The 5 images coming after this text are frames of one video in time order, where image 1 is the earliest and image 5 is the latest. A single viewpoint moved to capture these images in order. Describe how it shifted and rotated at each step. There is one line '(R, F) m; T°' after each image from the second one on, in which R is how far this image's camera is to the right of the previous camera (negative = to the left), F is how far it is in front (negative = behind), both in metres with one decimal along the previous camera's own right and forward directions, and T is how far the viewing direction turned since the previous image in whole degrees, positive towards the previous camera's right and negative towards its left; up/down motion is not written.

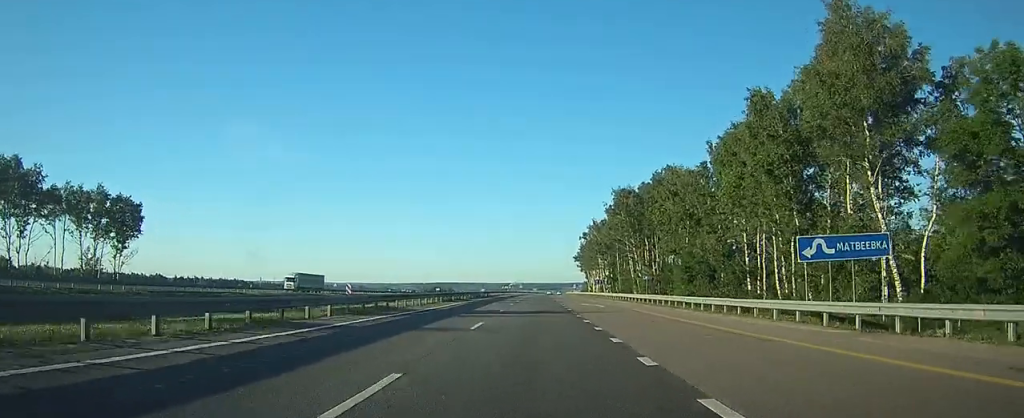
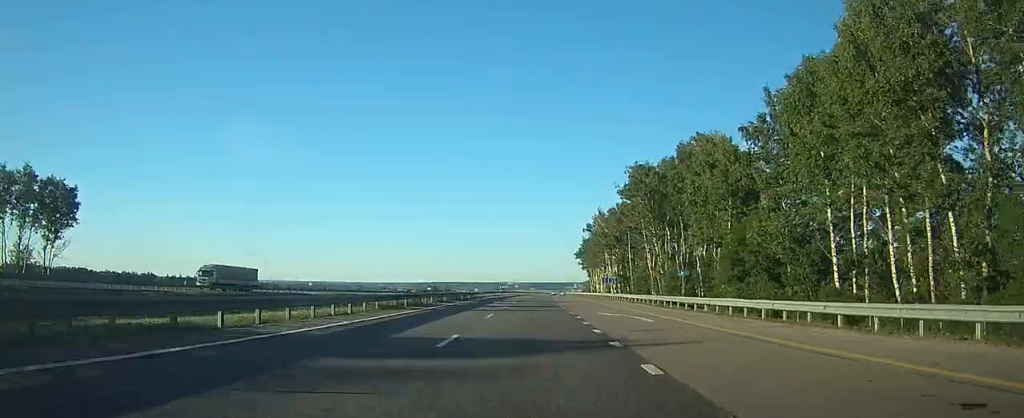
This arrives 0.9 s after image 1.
(+0.1, +17.0) m; +1°
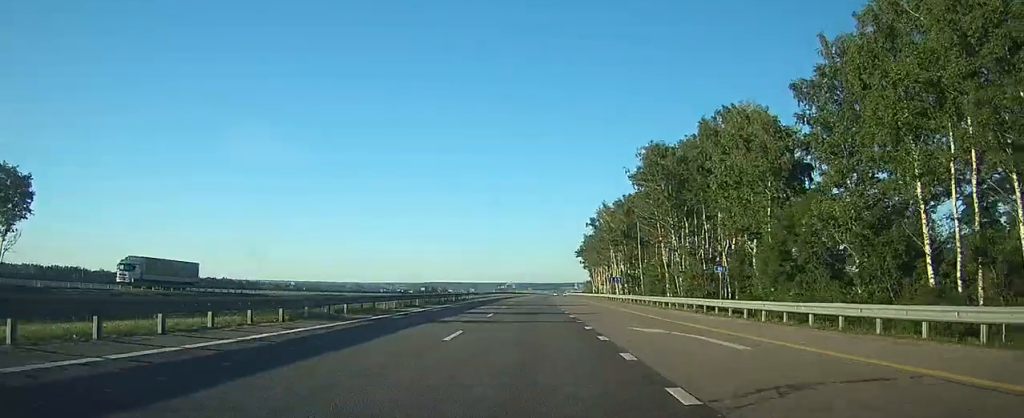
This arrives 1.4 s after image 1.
(+0.1, +10.3) m; 0°
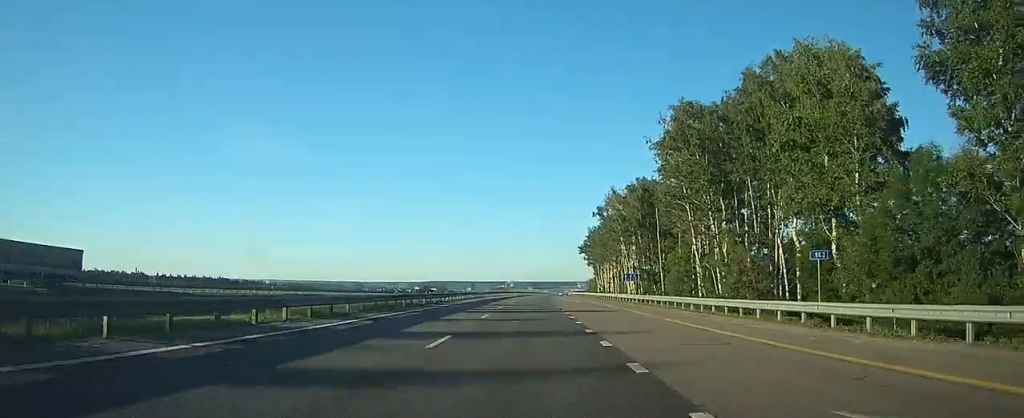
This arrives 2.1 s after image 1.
(+0.1, +13.6) m; +1°
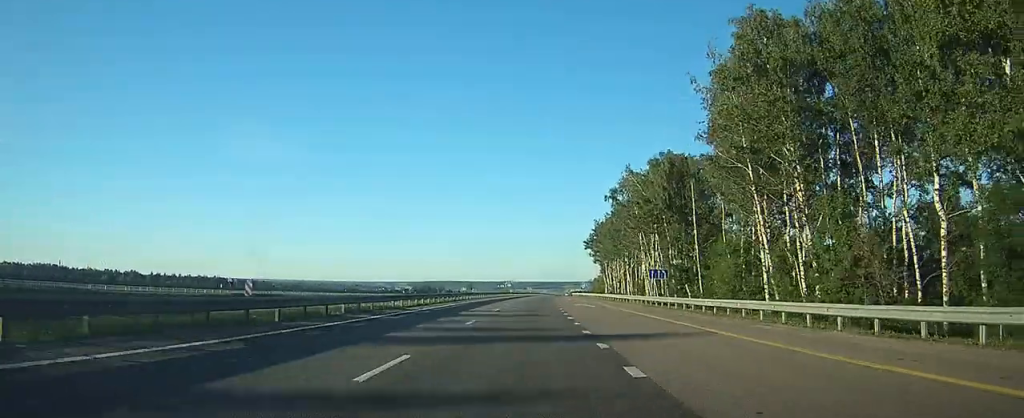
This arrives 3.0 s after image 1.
(+0.1, +16.5) m; +1°
